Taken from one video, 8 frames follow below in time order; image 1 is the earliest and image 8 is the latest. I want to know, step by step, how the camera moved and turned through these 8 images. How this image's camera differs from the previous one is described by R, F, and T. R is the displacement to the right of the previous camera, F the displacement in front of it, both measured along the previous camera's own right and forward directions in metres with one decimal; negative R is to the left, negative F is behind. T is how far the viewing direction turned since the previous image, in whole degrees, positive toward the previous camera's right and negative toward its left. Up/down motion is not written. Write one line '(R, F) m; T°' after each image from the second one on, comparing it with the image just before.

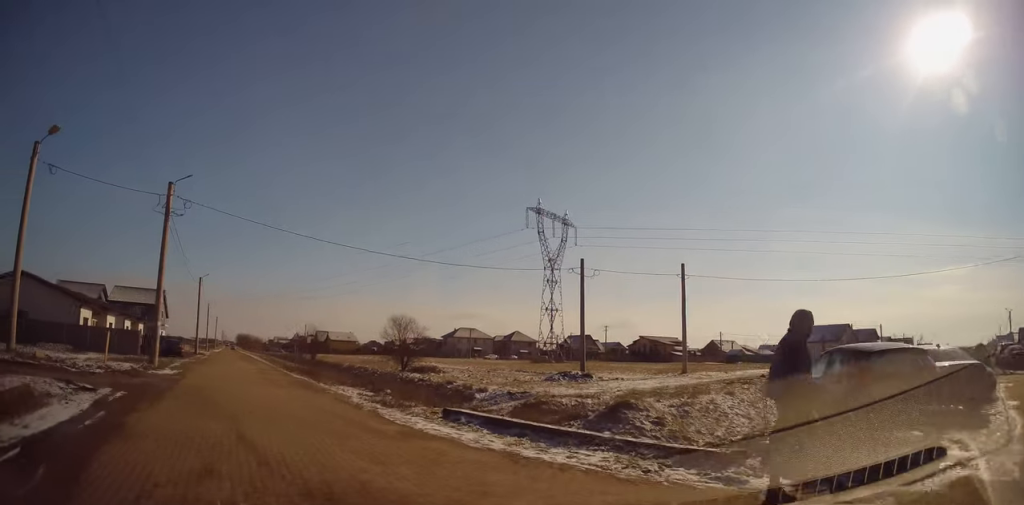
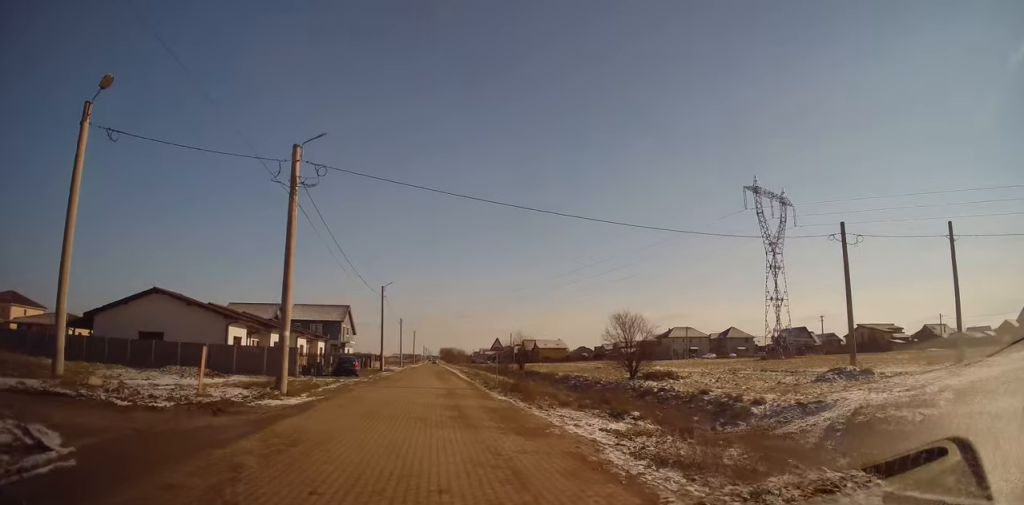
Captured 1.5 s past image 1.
(-1.5, +8.2) m; -12°
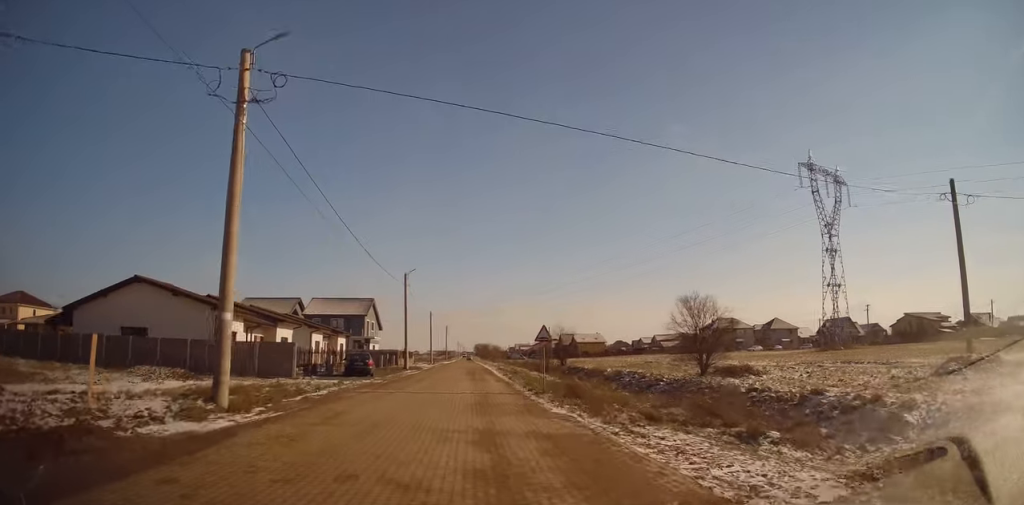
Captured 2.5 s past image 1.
(+0.2, +5.7) m; 0°
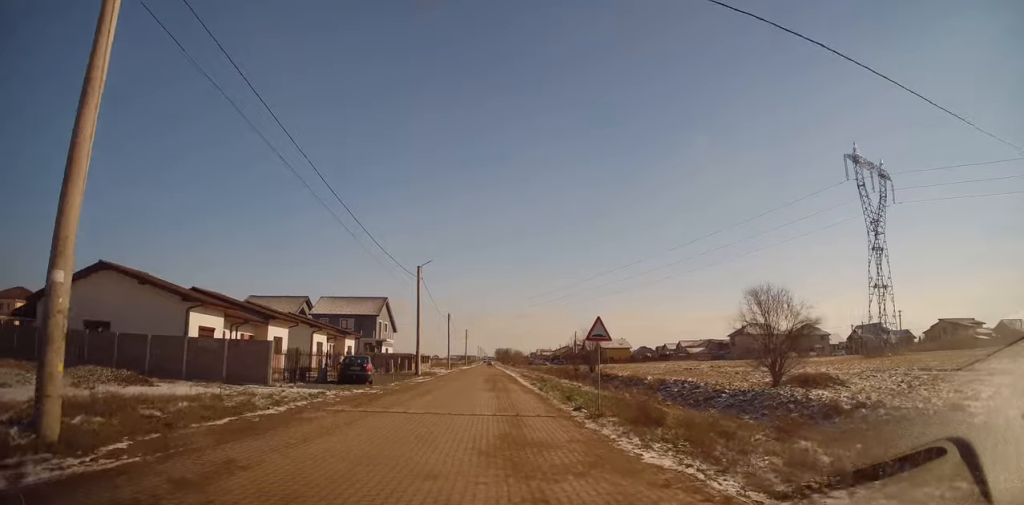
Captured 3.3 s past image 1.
(-0.2, +5.2) m; 0°
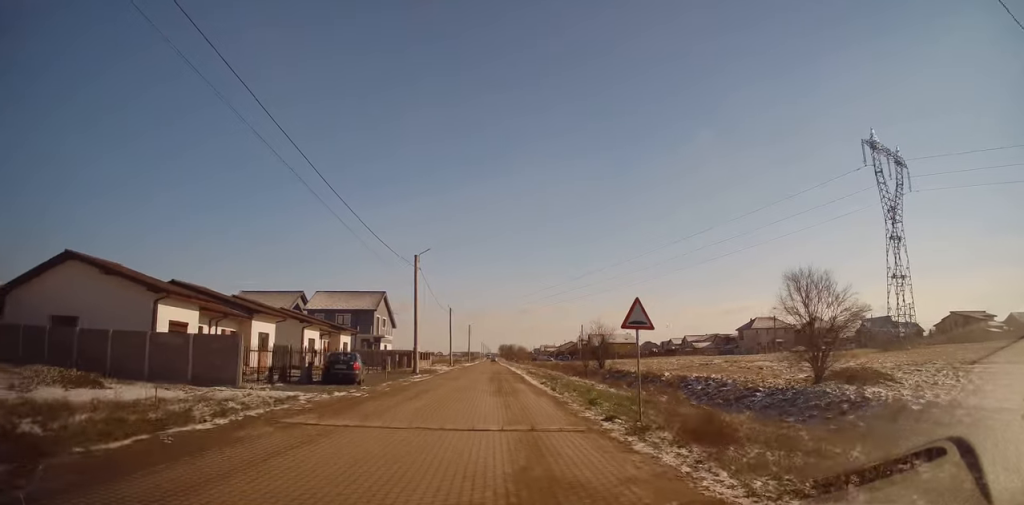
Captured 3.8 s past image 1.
(+0.1, +2.7) m; 0°
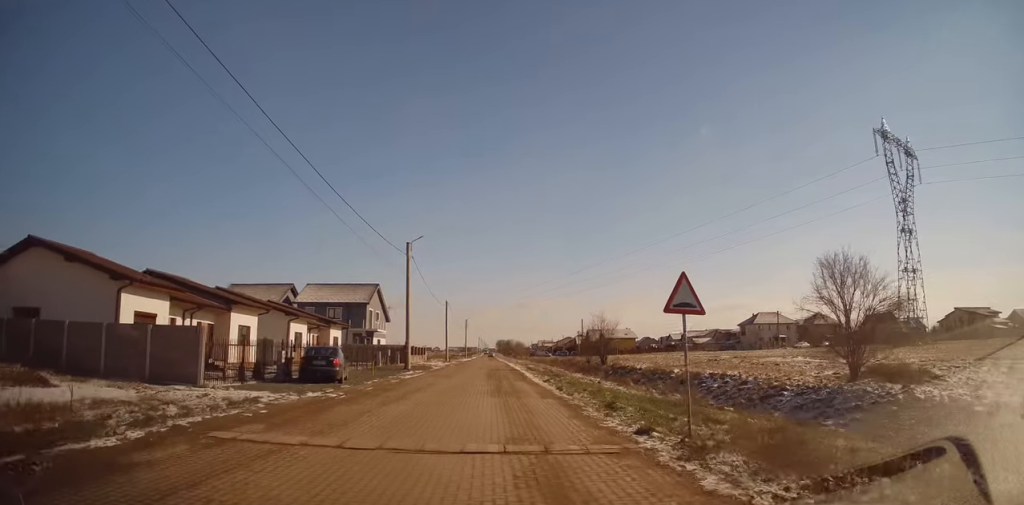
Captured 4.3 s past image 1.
(+0.1, +2.3) m; 0°
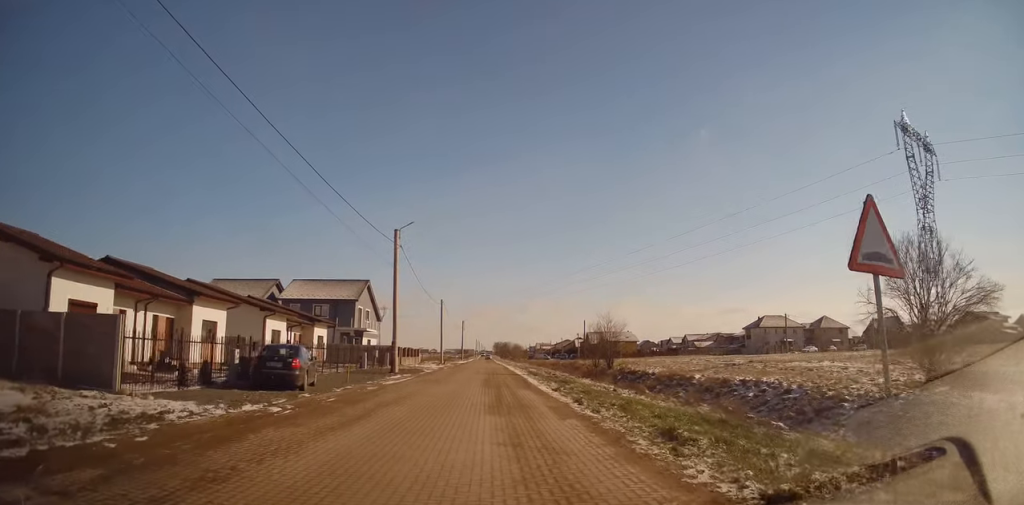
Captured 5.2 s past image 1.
(-0.2, +4.1) m; -4°
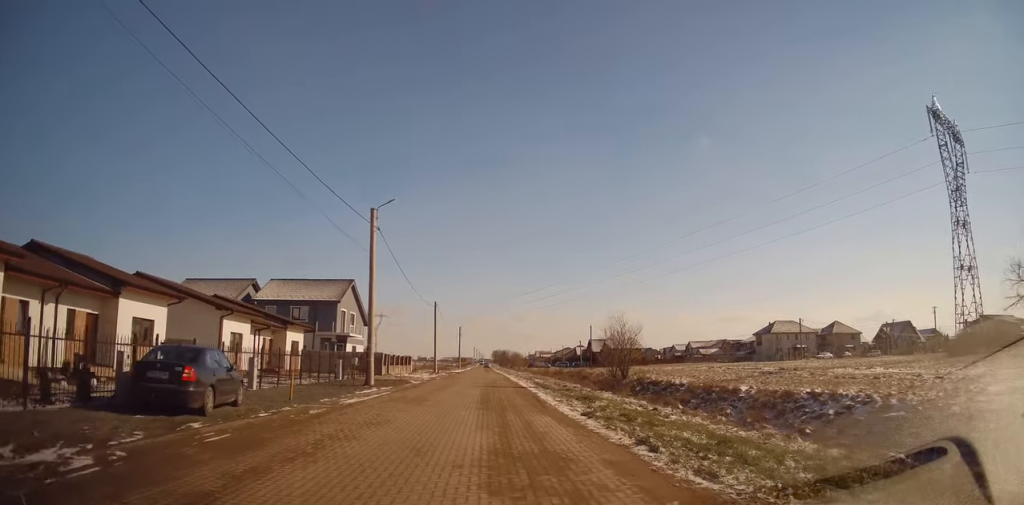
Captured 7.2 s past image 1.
(0.0, +7.6) m; +3°
